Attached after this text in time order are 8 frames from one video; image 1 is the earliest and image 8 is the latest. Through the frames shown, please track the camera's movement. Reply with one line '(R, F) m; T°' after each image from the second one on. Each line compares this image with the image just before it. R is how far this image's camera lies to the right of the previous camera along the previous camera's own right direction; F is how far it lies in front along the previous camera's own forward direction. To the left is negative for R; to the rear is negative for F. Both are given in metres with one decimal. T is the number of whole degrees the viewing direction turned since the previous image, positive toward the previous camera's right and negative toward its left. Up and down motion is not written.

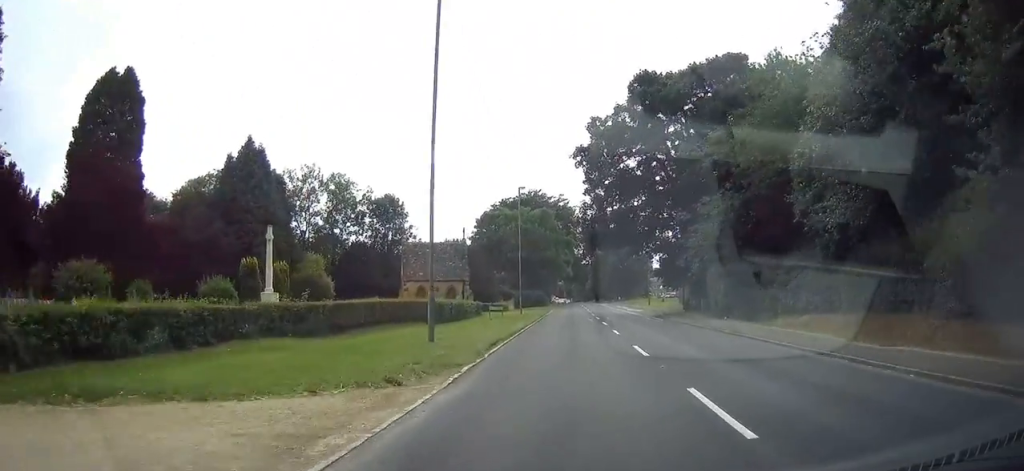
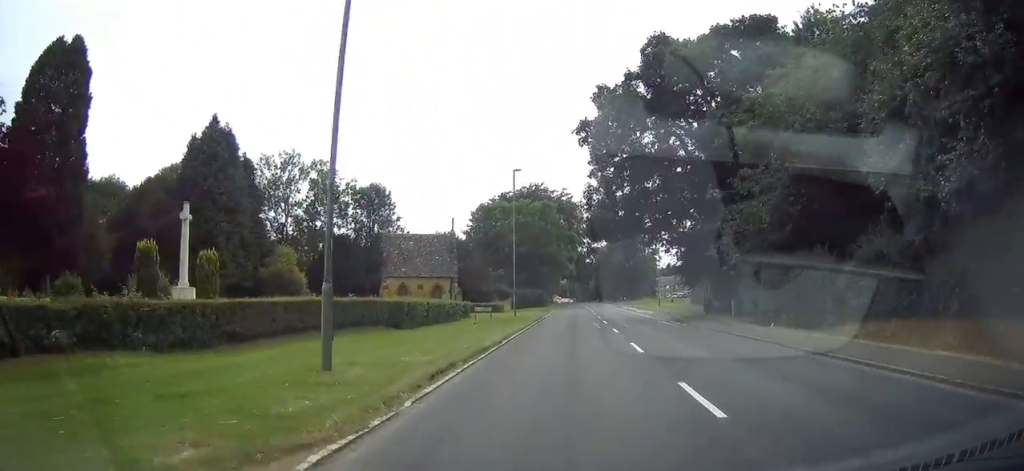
(0.0, +7.8) m; 0°
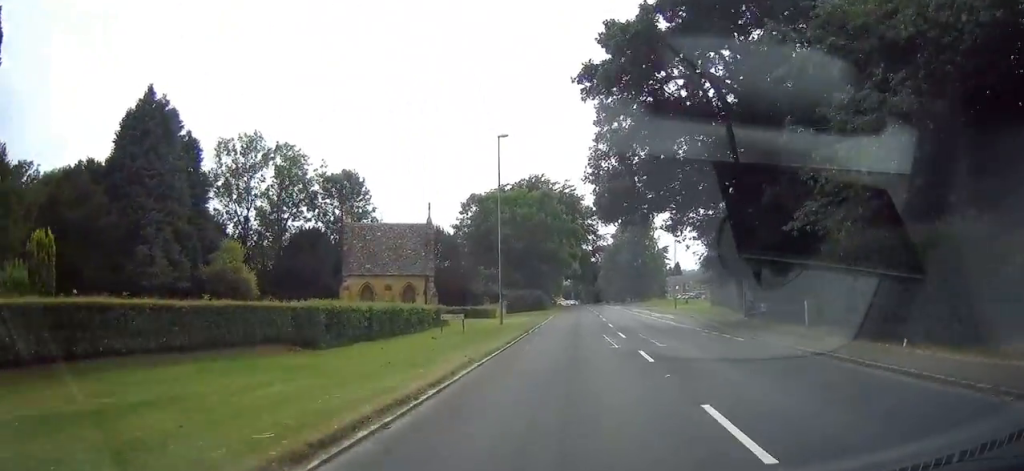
(-0.1, +10.7) m; -1°
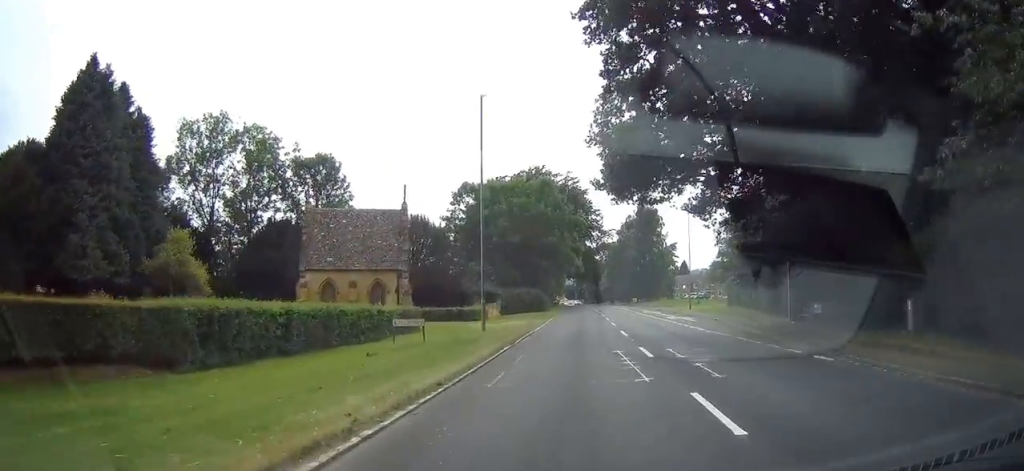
(-0.1, +7.7) m; -1°
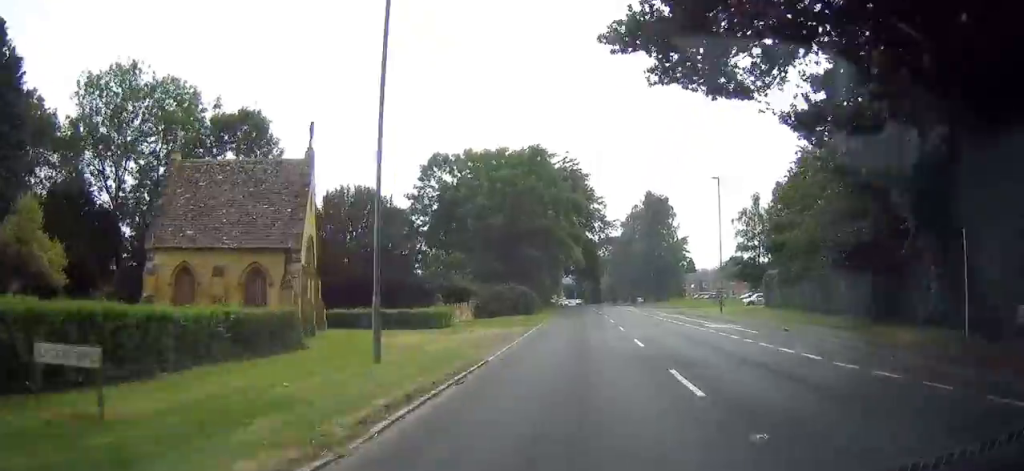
(-0.1, +14.8) m; -1°
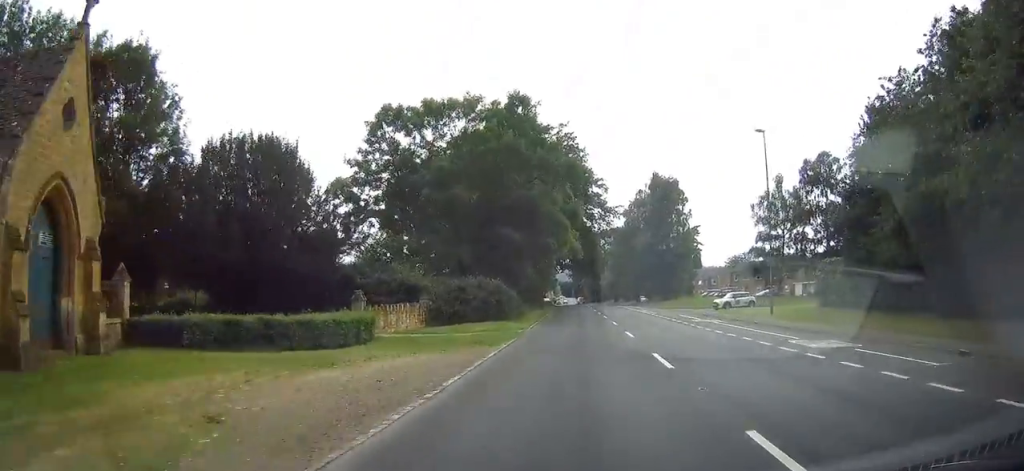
(0.0, +14.4) m; +1°
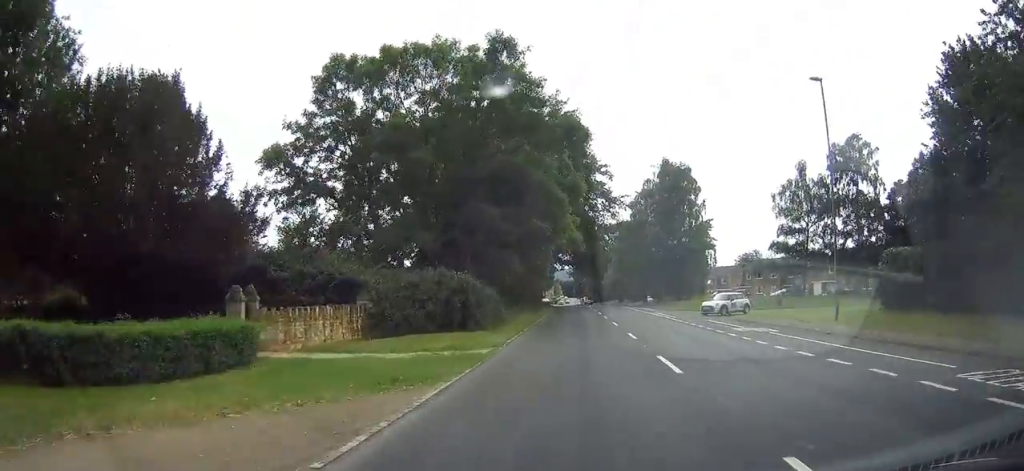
(+0.2, +9.9) m; 0°
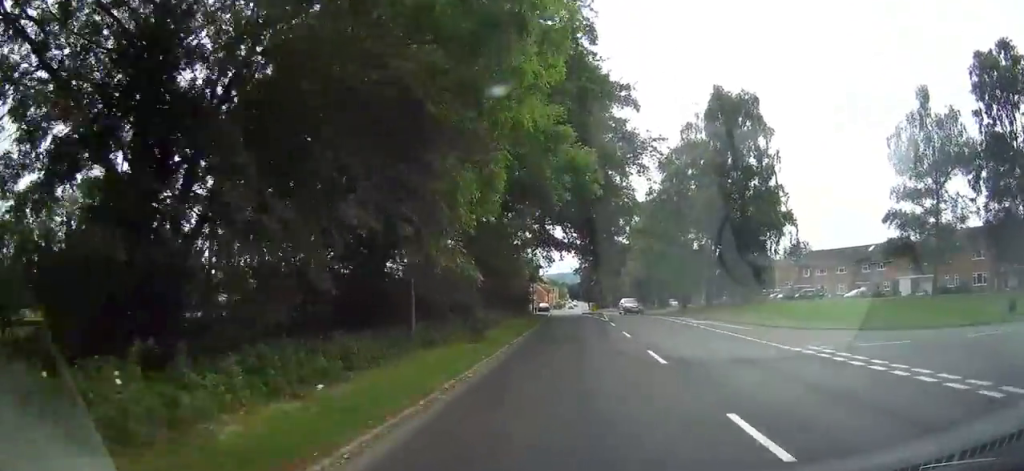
(-0.2, +33.3) m; -1°
